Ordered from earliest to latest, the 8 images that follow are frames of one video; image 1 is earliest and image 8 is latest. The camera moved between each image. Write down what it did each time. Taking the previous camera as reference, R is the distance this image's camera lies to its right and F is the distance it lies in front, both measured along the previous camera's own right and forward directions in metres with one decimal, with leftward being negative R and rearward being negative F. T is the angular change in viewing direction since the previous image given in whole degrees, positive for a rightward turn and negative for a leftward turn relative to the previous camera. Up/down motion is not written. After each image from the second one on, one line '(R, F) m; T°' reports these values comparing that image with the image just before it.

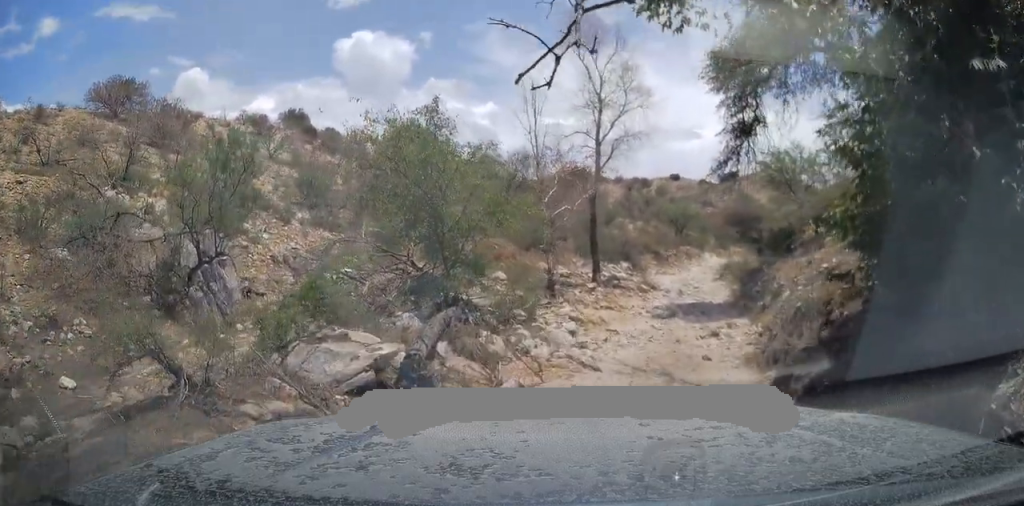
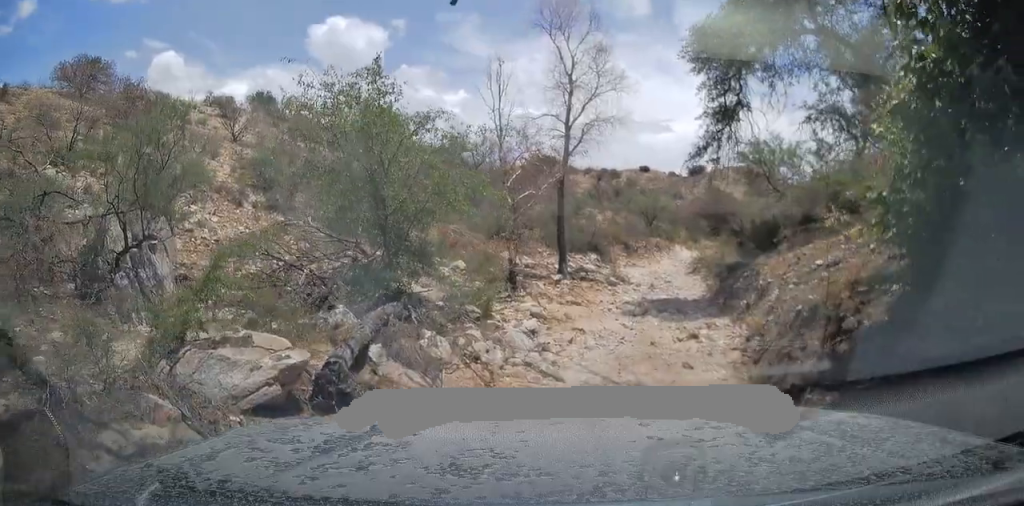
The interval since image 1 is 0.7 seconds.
(+0.1, +1.6) m; +2°
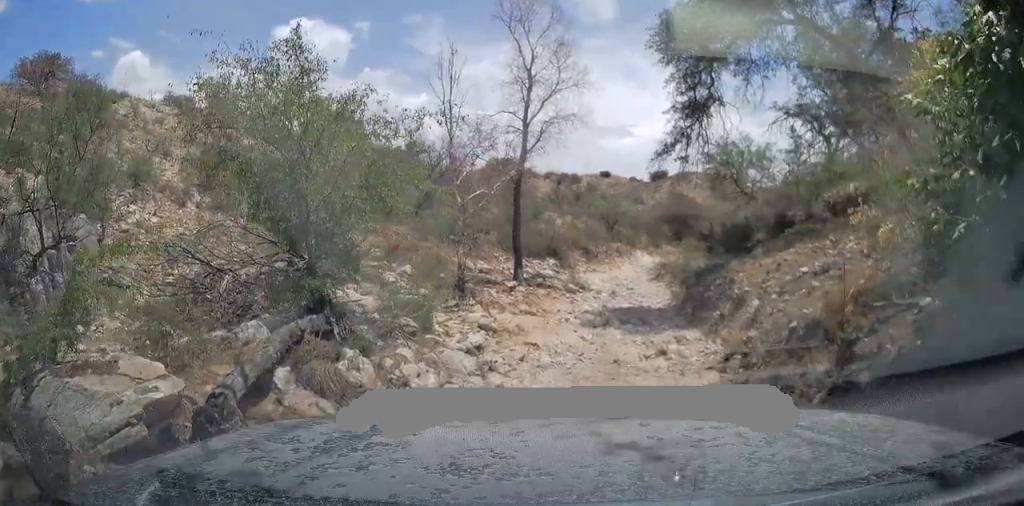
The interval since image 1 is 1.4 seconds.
(0.0, +1.7) m; -6°
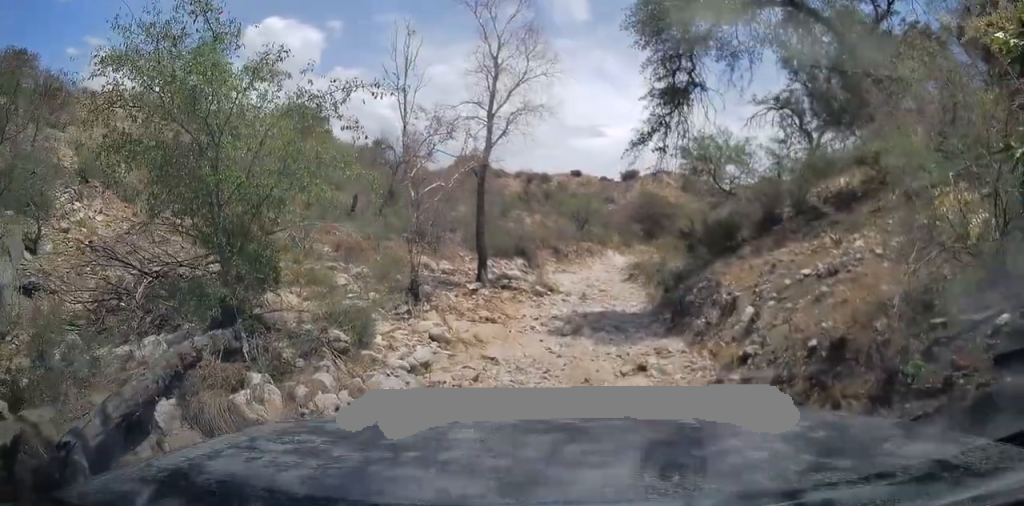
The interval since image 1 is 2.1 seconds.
(-0.2, +1.5) m; -6°
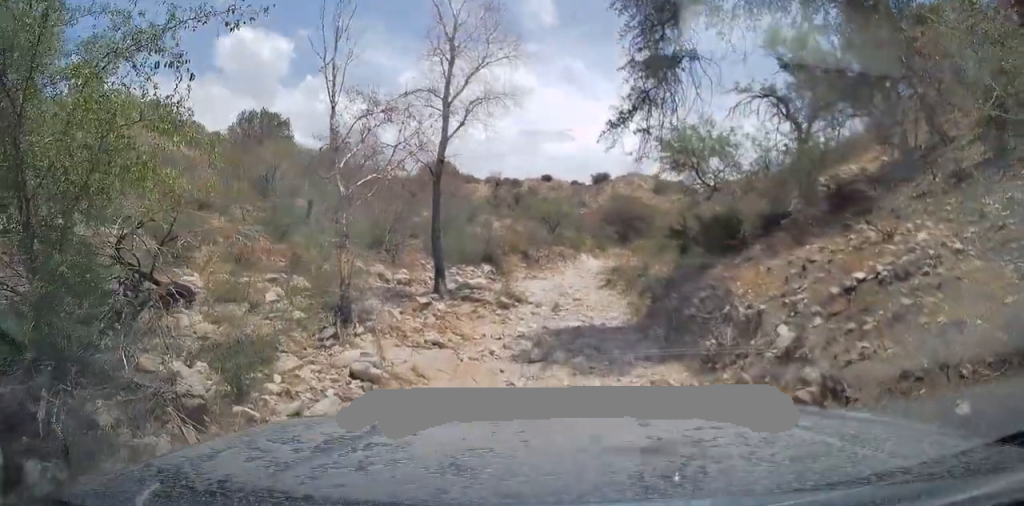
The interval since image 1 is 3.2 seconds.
(-0.2, +2.6) m; +1°
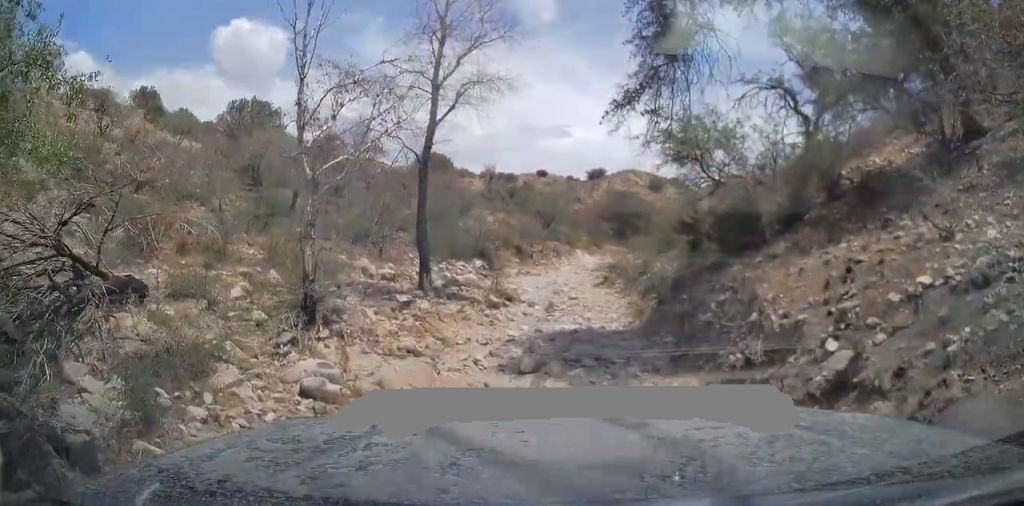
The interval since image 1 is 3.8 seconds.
(0.0, +1.4) m; +4°
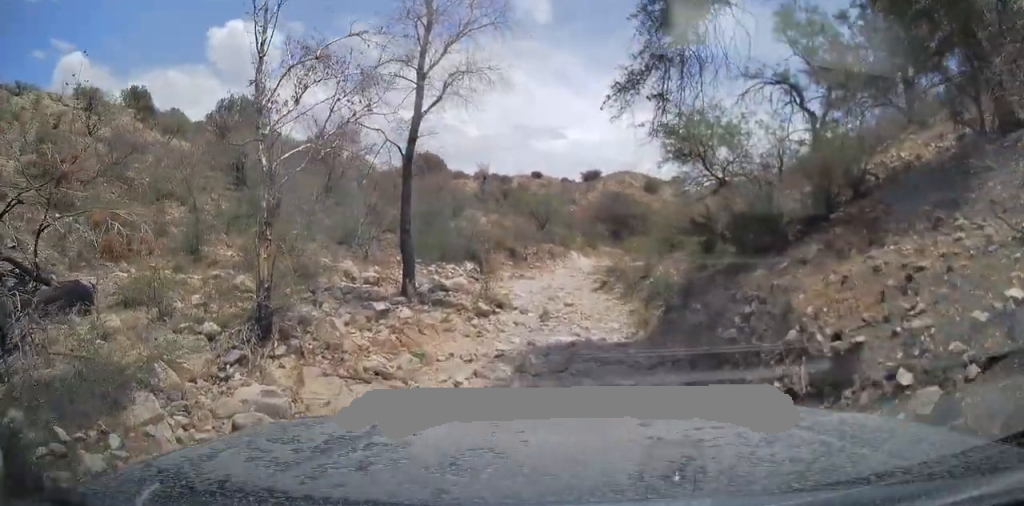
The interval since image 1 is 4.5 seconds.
(+0.1, +1.6) m; +3°
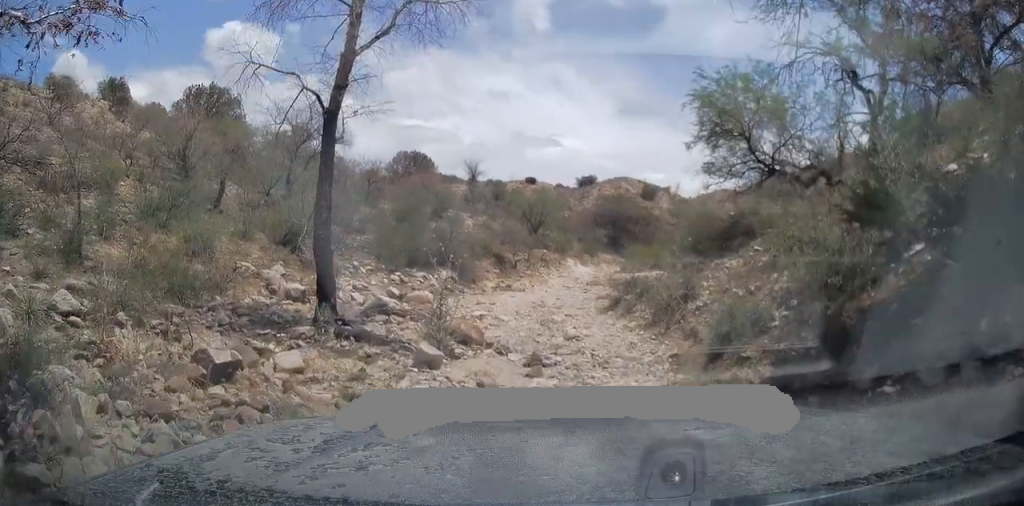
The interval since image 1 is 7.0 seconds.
(+0.3, +5.3) m; +16°
